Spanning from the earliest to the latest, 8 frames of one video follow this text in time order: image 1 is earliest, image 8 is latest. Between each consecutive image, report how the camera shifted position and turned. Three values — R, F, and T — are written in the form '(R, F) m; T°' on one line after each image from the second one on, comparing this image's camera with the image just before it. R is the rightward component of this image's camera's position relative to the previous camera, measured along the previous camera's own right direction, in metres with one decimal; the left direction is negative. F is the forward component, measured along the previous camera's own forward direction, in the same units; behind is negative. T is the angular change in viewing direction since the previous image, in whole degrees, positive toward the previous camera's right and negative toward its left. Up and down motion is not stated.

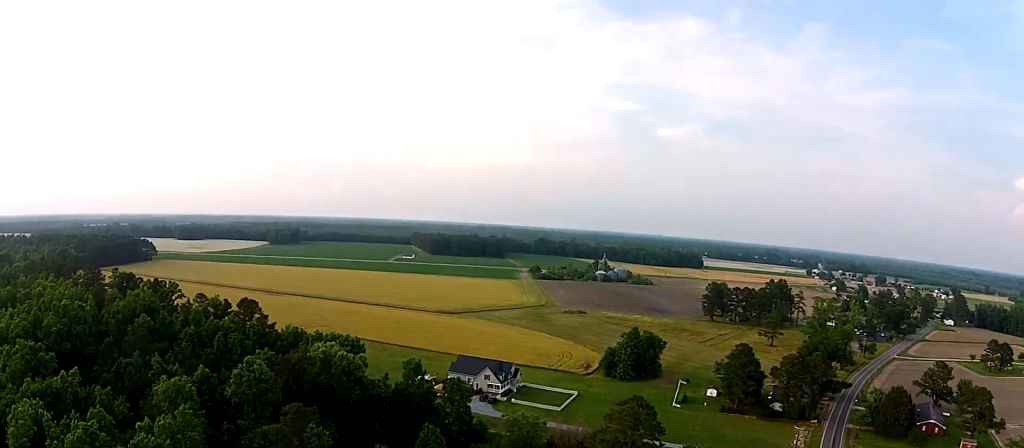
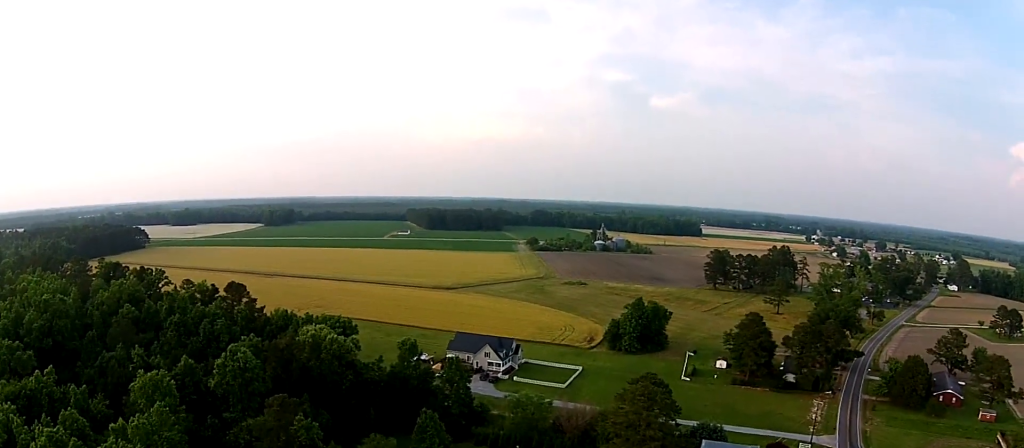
(-0.1, +8.3) m; -1°
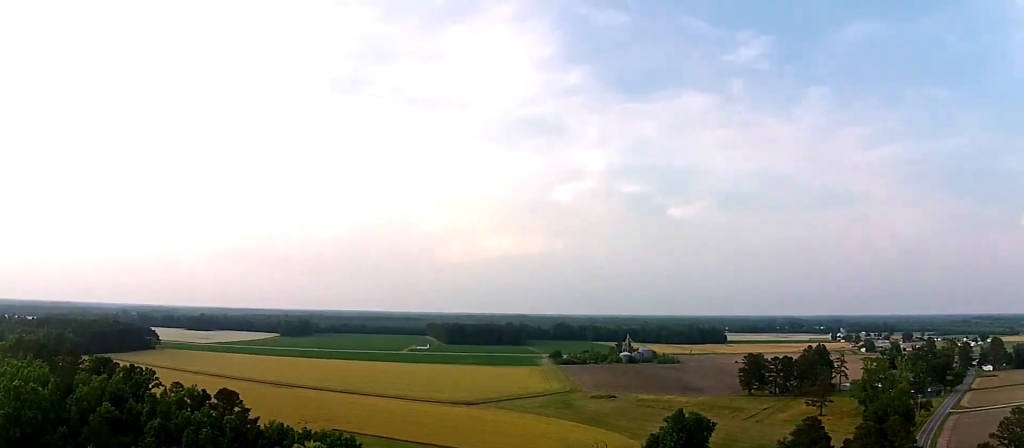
(-0.1, +15.8) m; 0°
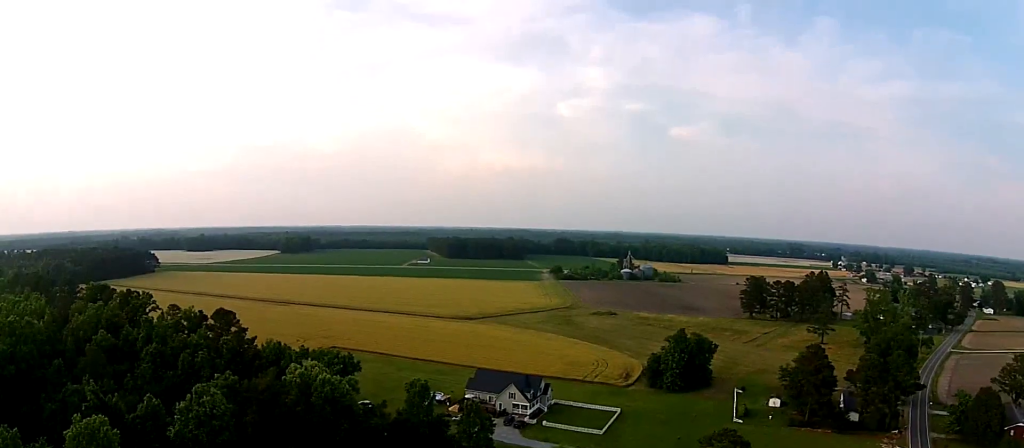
(0.0, +2.2) m; +1°
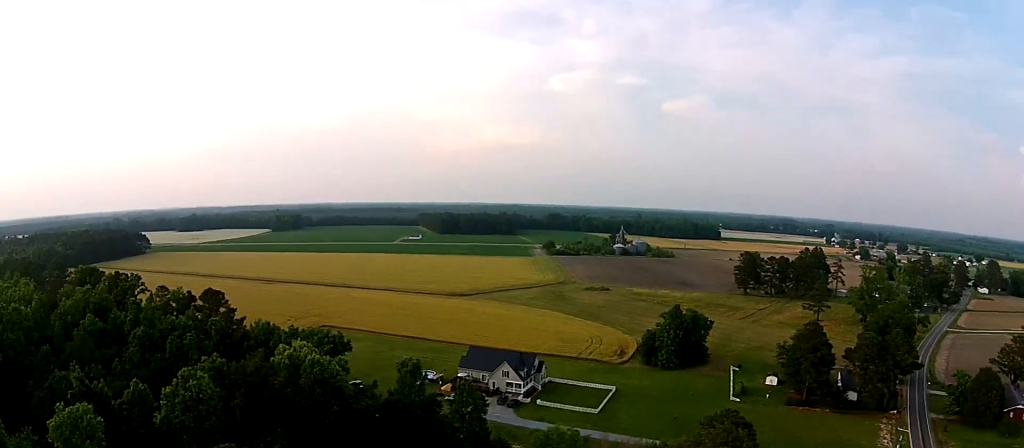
(0.0, +2.5) m; +1°
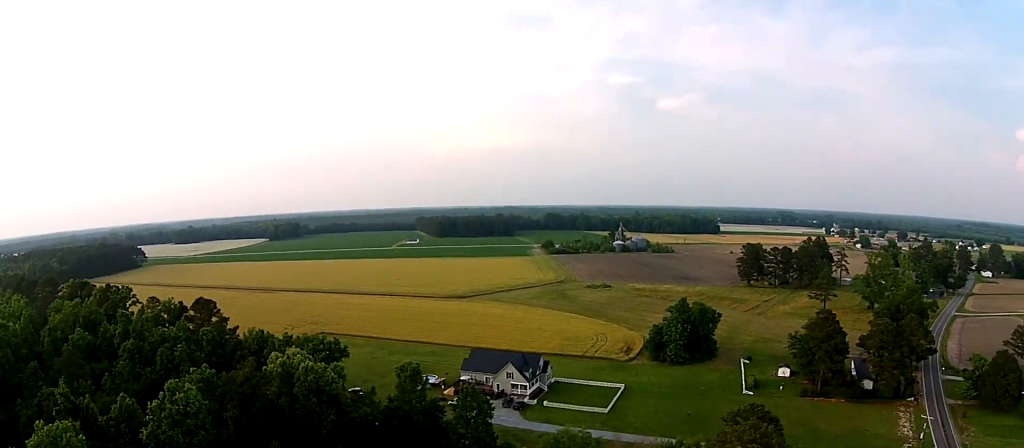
(+0.1, +5.9) m; +3°
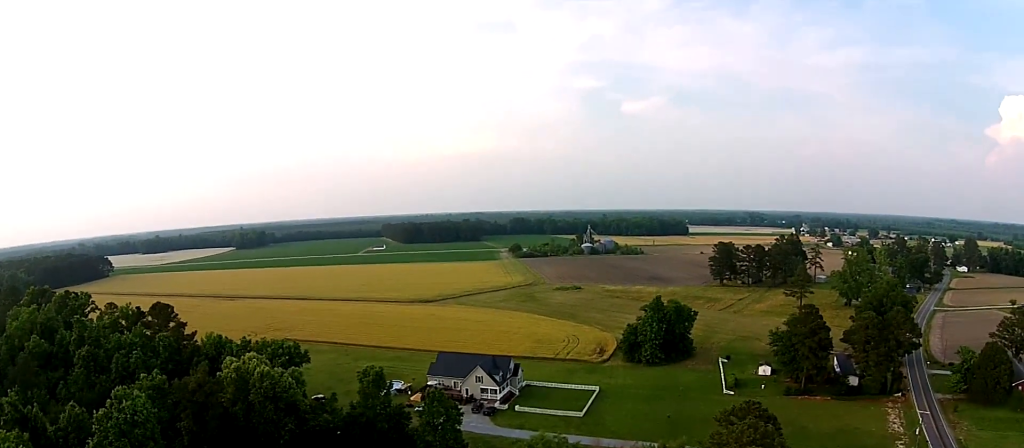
(+0.1, +6.7) m; +2°
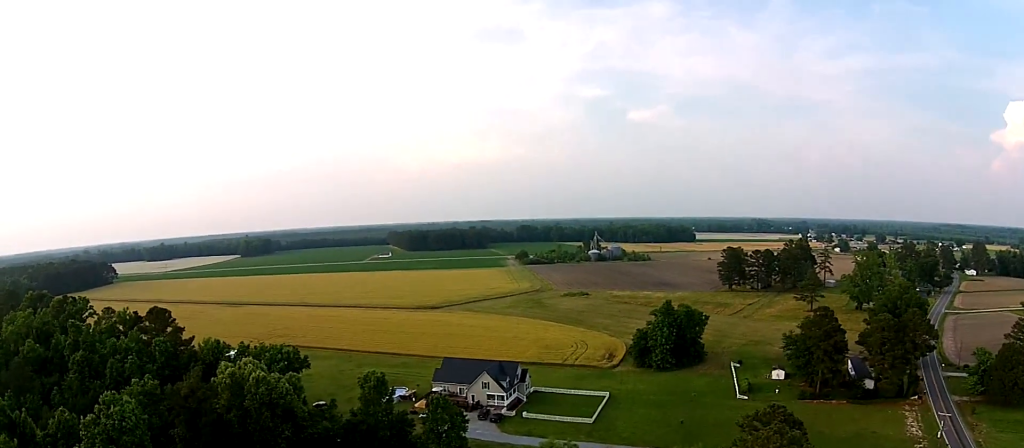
(0.0, +4.1) m; +1°
